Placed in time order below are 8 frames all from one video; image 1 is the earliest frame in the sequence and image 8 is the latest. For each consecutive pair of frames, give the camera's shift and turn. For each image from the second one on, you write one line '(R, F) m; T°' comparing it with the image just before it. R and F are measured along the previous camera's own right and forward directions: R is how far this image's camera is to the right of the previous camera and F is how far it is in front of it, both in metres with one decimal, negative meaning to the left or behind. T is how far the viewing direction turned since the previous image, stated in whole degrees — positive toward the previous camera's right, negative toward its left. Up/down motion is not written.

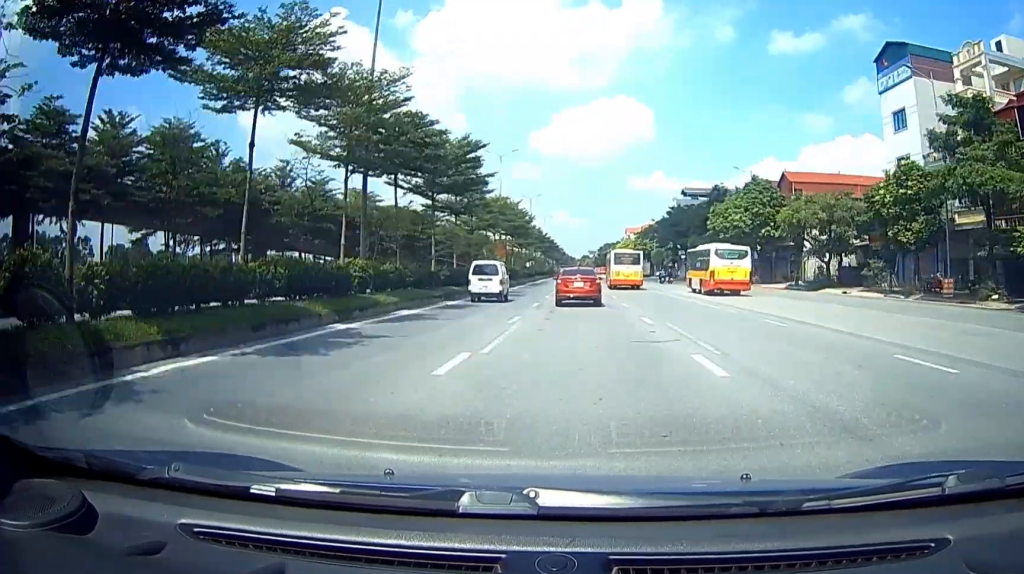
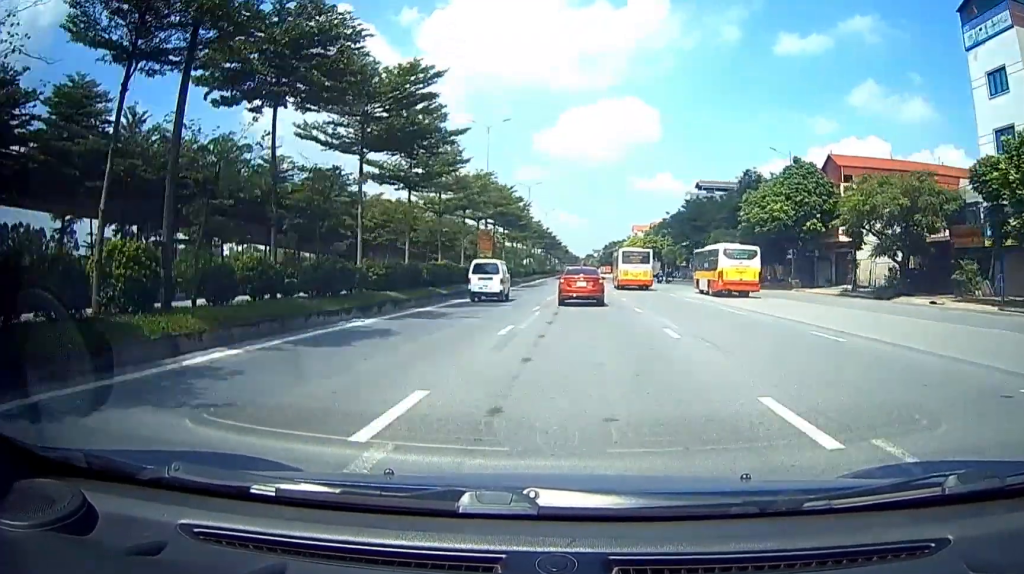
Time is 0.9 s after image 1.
(0.0, +10.8) m; 0°
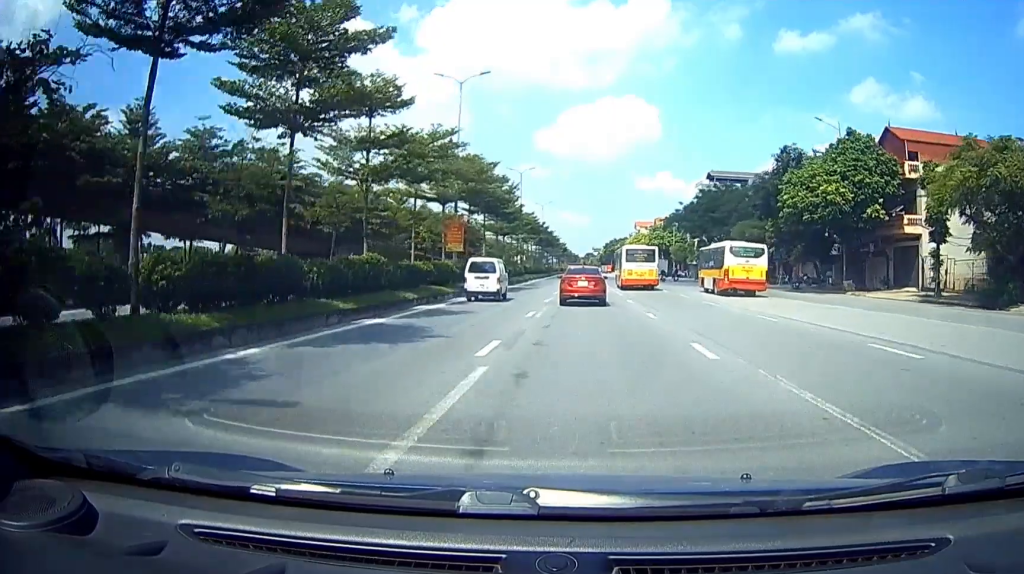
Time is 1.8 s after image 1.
(0.0, +11.2) m; 0°
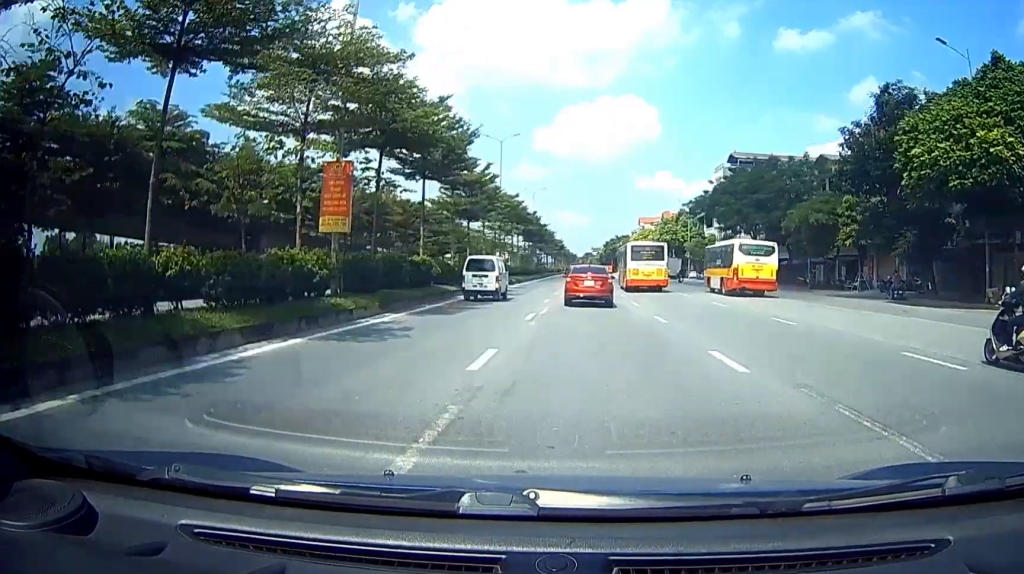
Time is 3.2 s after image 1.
(-0.1, +16.9) m; 0°
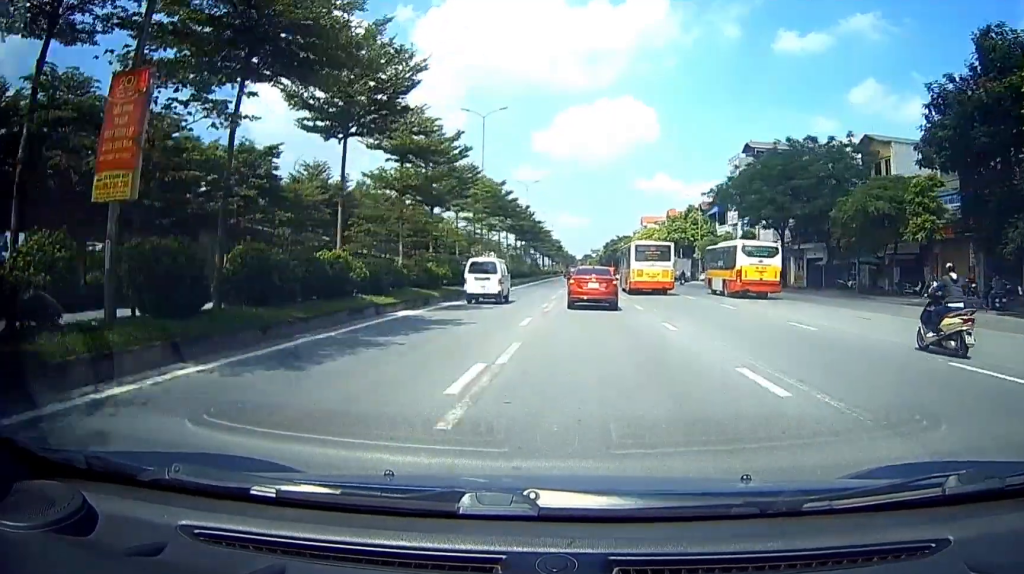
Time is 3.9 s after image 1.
(0.0, +9.7) m; 0°
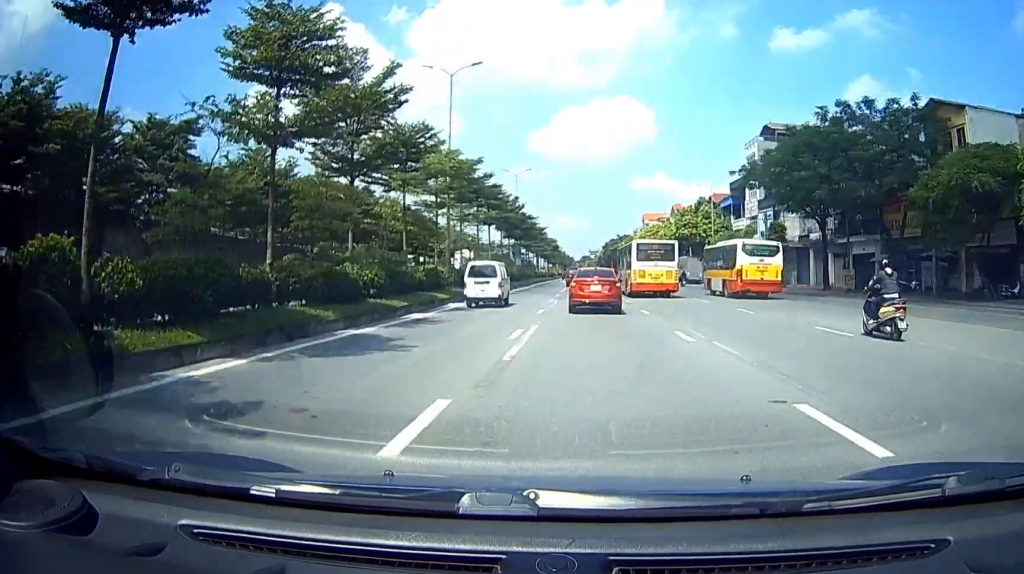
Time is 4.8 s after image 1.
(0.0, +10.7) m; 0°
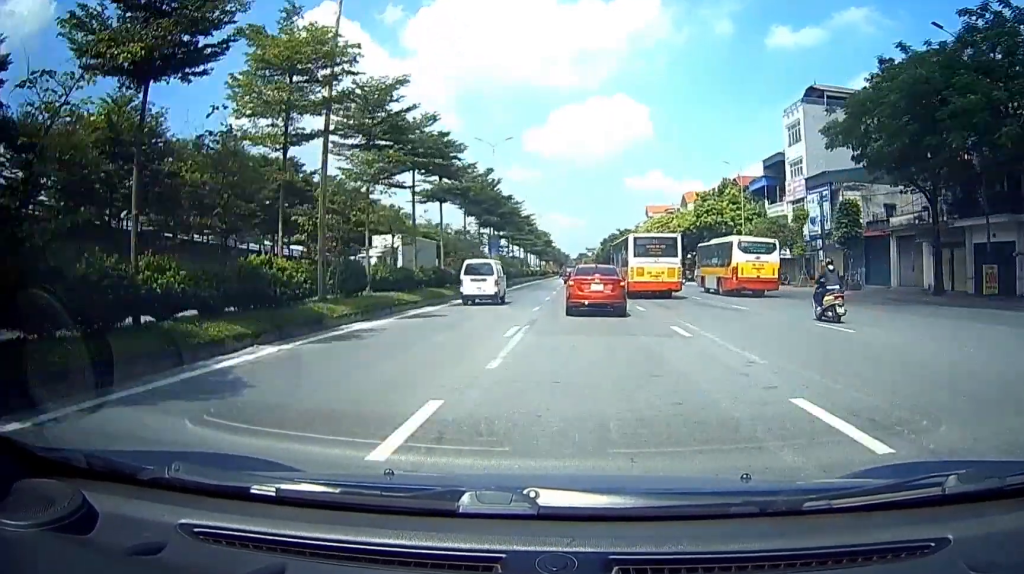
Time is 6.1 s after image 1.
(+0.1, +17.4) m; +1°
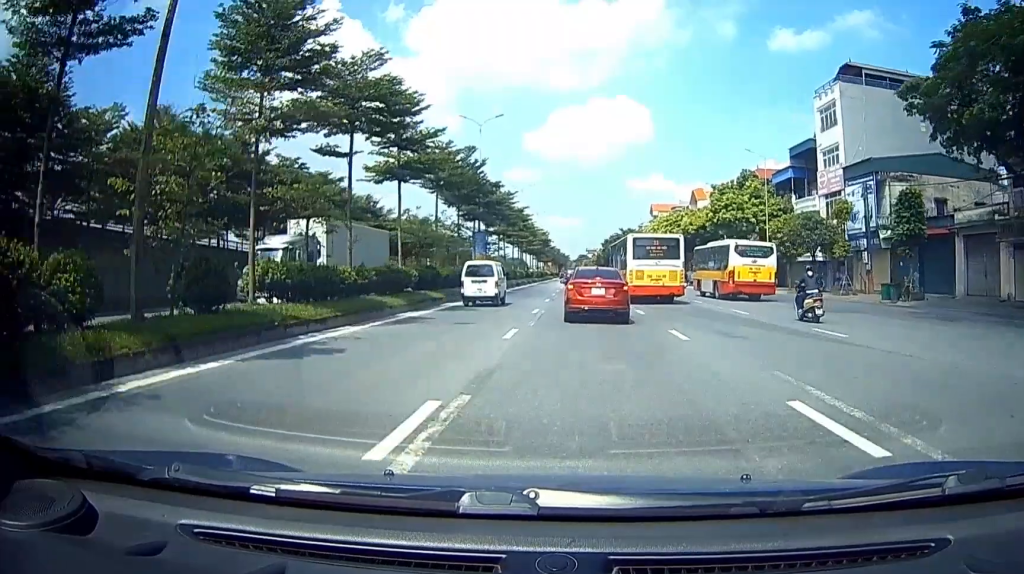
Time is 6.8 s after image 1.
(+0.1, +8.9) m; -1°
